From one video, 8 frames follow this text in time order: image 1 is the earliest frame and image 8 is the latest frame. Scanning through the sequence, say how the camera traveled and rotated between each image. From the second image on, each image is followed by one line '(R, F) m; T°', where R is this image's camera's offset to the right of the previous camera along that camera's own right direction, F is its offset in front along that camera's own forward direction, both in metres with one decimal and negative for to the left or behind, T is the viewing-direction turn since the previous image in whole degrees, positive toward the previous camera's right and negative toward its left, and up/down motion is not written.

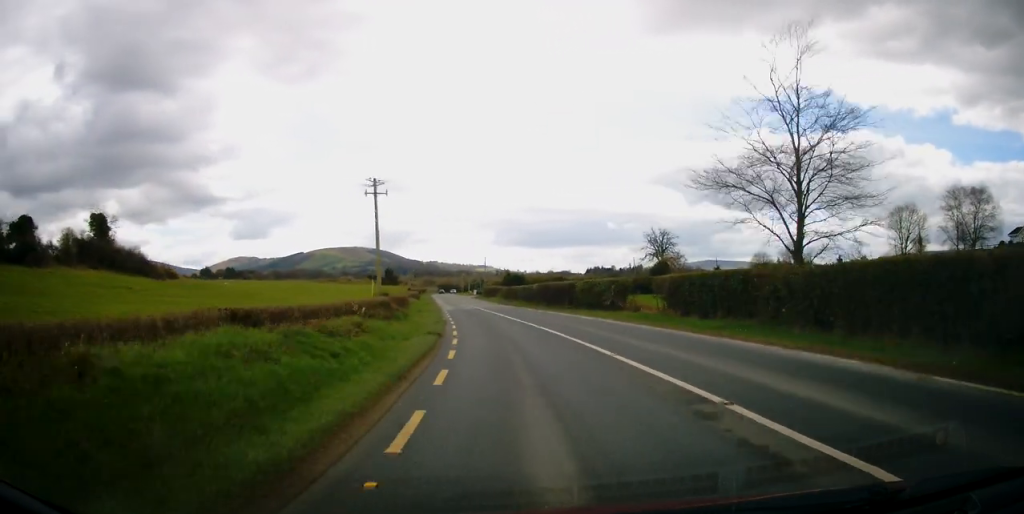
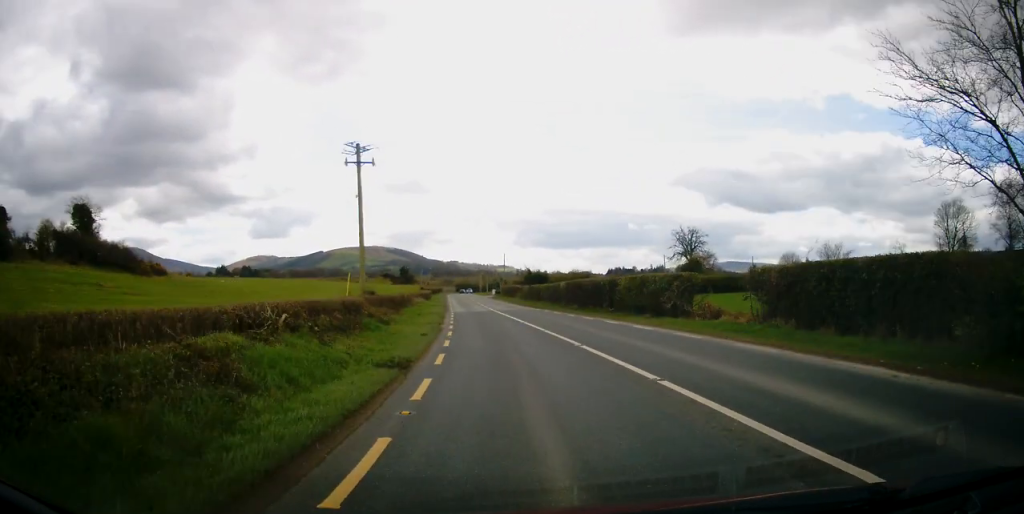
(-0.1, +9.7) m; -2°
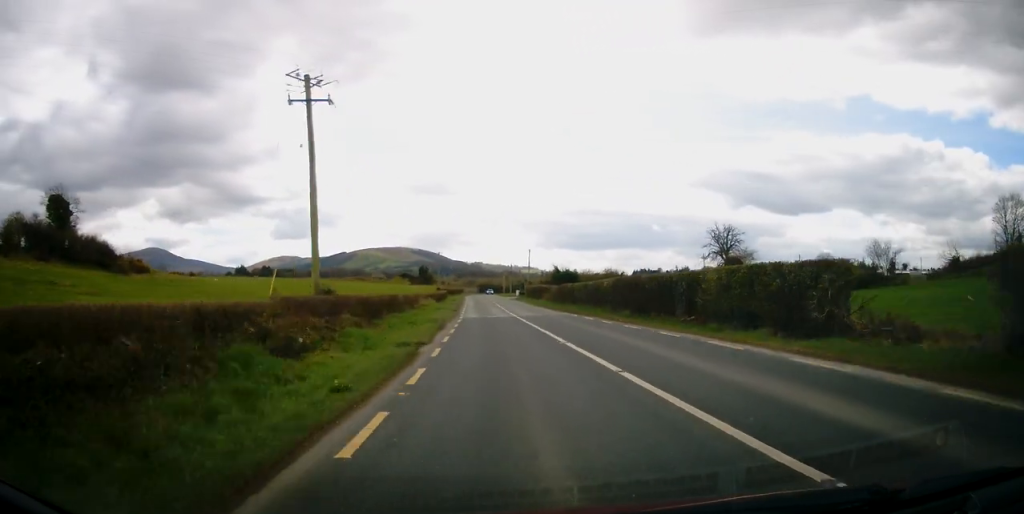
(-0.3, +11.2) m; -3°
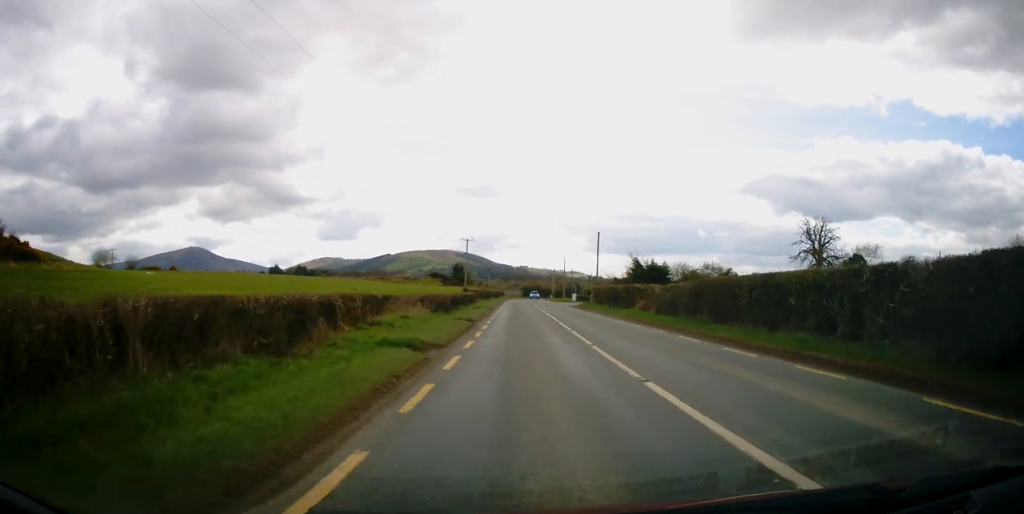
(-1.9, +31.1) m; -5°
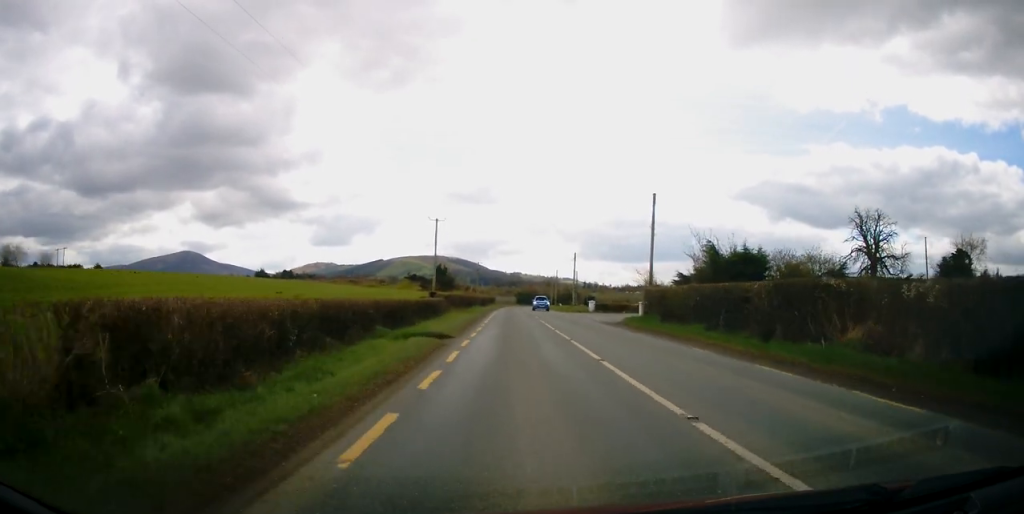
(-0.1, +26.2) m; -1°
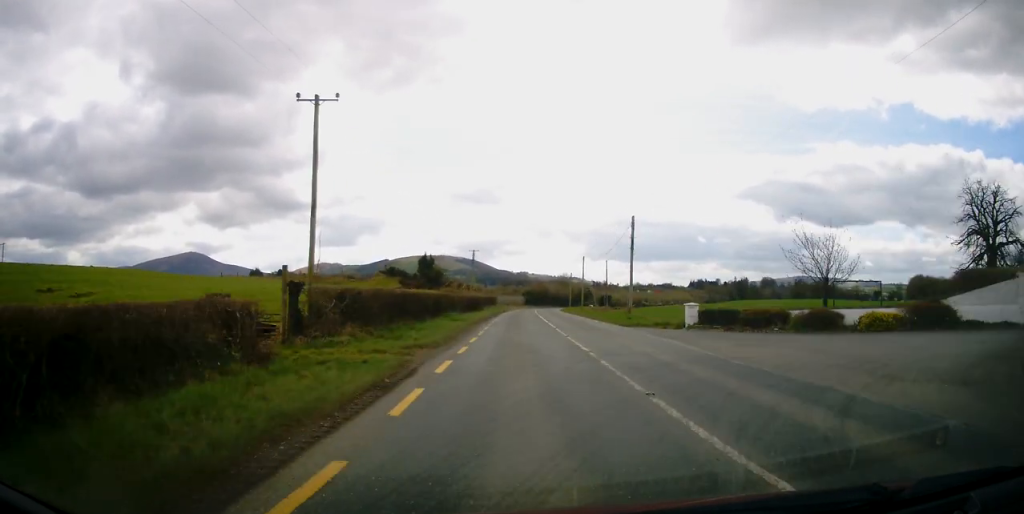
(-0.1, +33.9) m; 0°
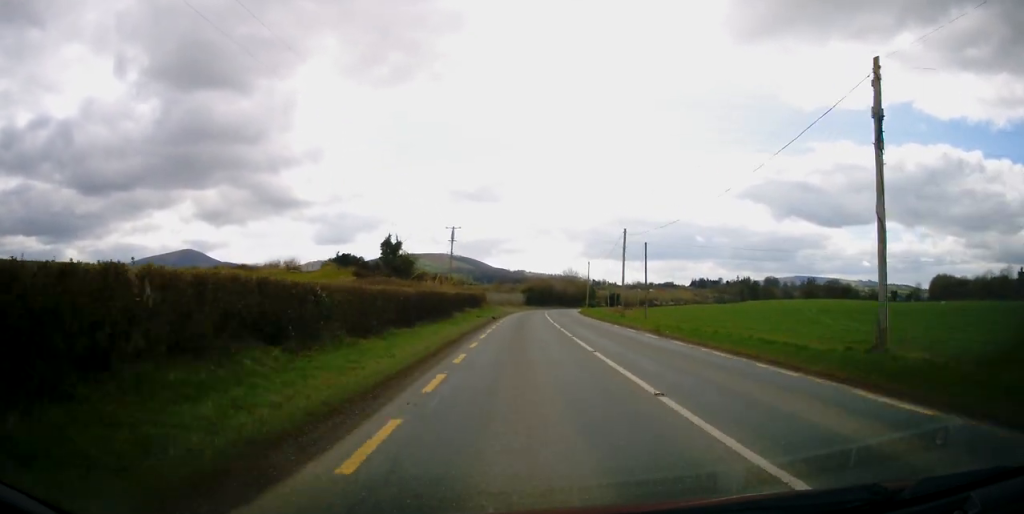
(-0.1, +30.1) m; 0°
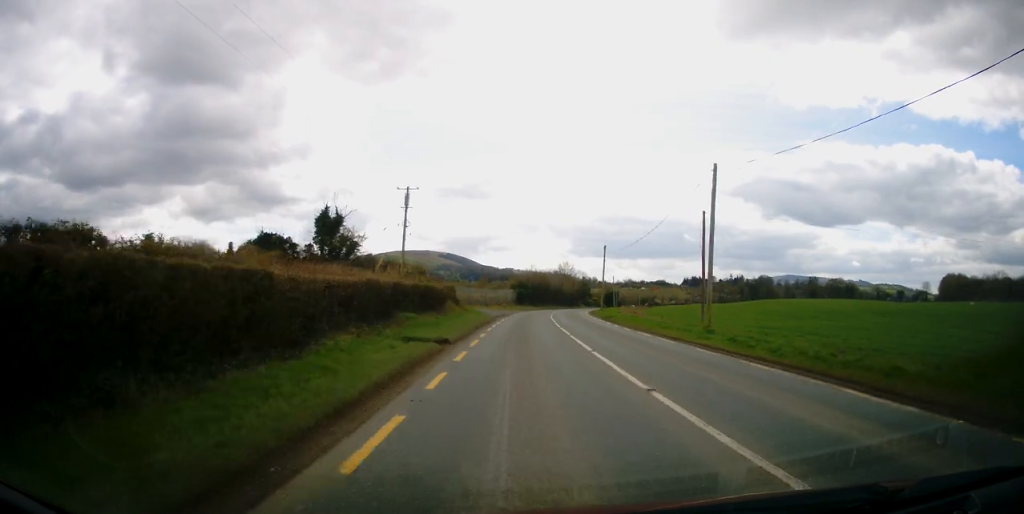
(+0.3, +23.9) m; +1°
